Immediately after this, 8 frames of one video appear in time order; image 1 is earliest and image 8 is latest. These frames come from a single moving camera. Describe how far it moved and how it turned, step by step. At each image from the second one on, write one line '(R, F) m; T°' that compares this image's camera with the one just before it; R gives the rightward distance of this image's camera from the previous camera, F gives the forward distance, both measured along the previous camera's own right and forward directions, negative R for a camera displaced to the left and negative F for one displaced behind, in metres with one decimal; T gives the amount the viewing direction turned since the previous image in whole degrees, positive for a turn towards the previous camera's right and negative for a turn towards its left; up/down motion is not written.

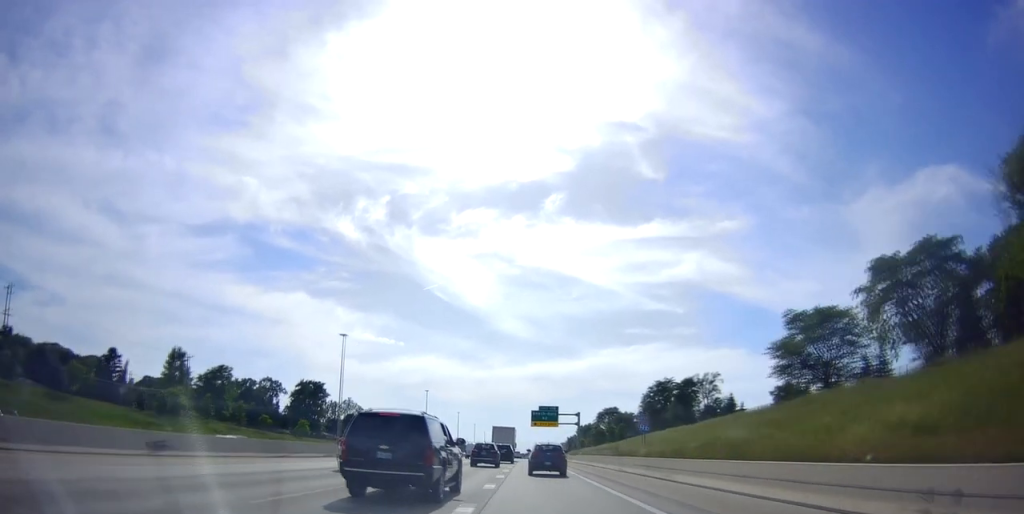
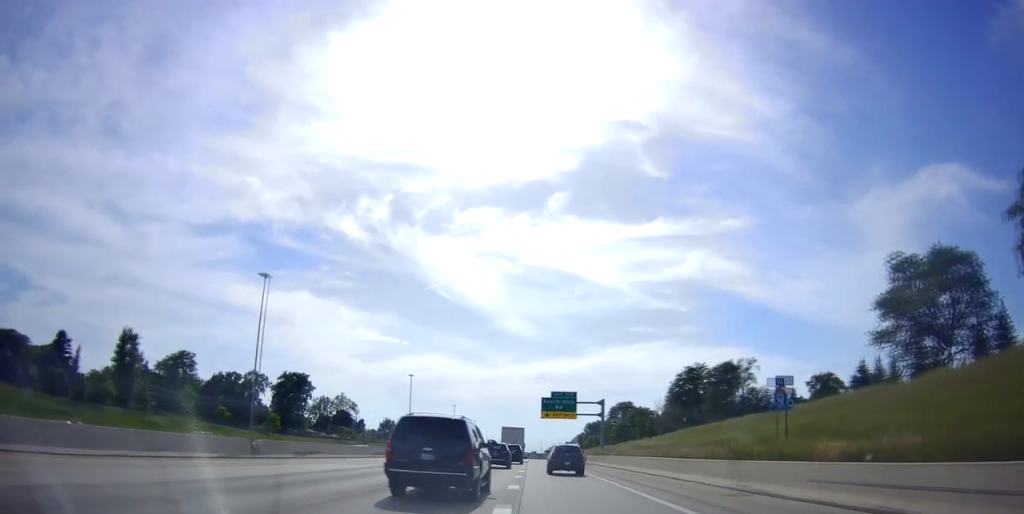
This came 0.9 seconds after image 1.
(-0.4, +22.0) m; 0°
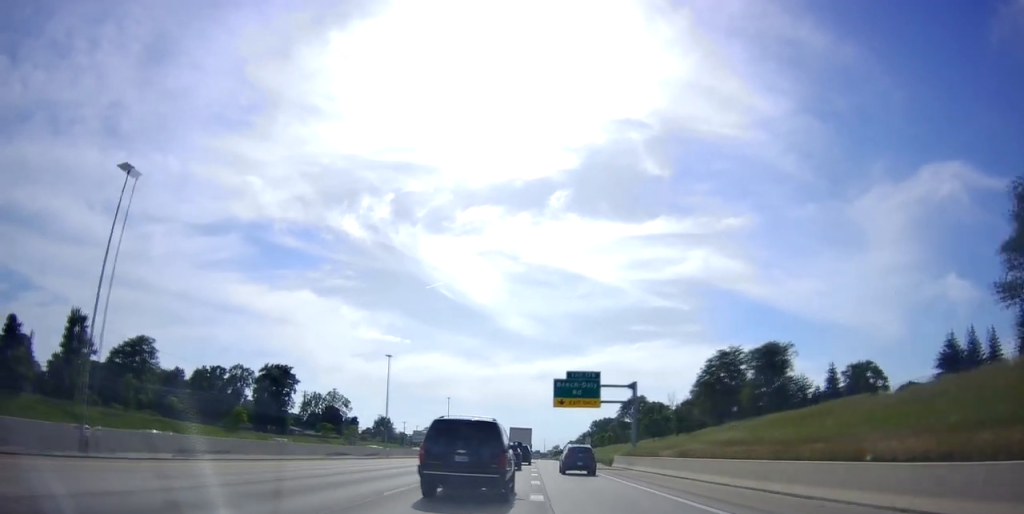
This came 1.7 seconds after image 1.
(+0.1, +18.8) m; +1°
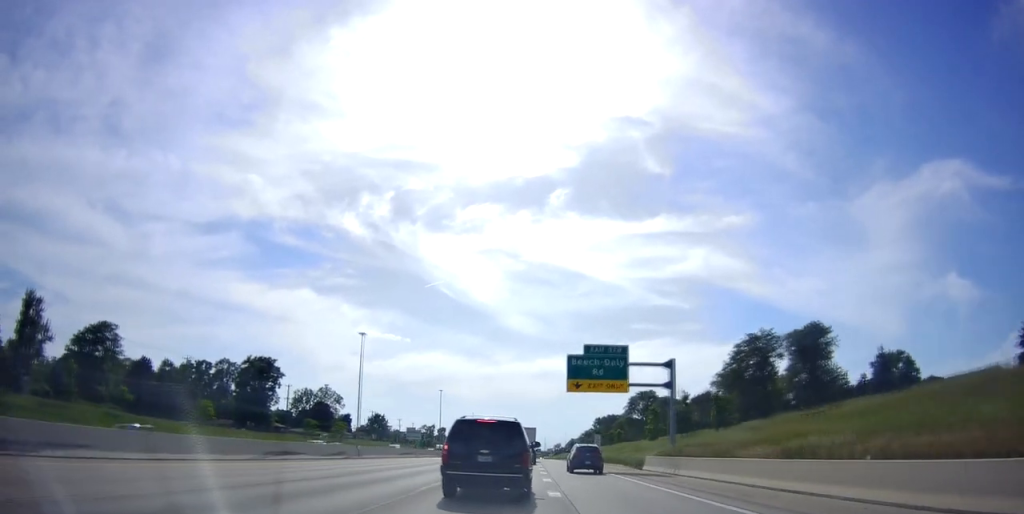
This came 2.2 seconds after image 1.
(+0.2, +14.0) m; +1°
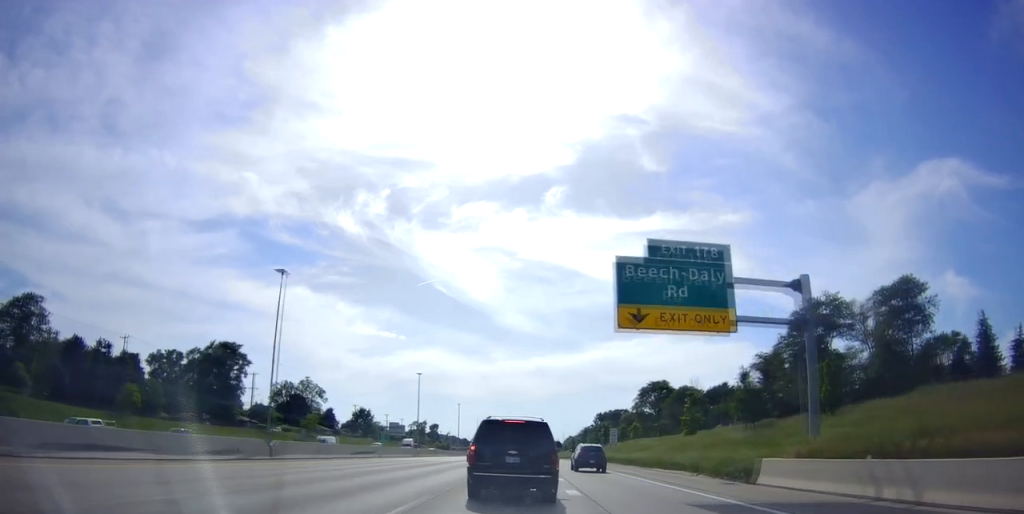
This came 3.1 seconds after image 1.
(0.0, +22.0) m; +1°
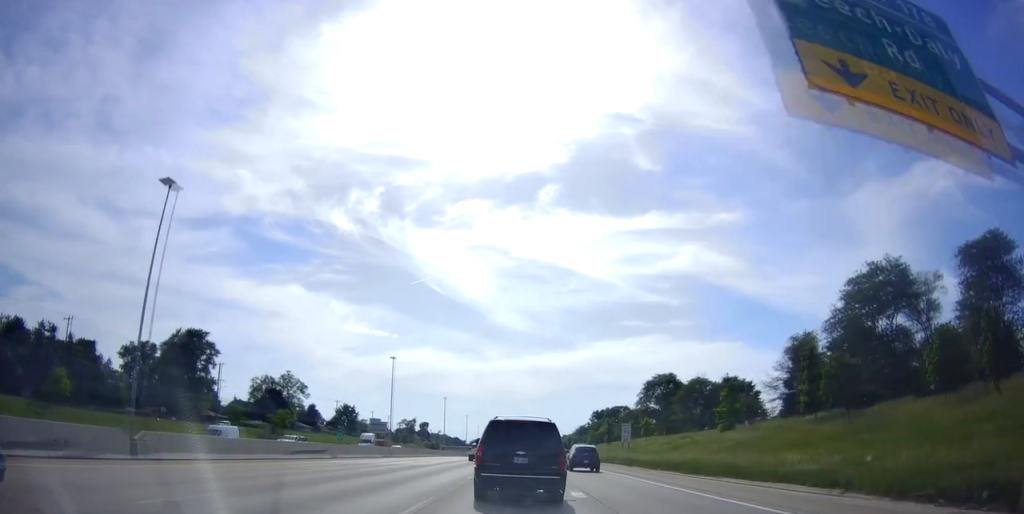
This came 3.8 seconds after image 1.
(+0.3, +15.5) m; 0°
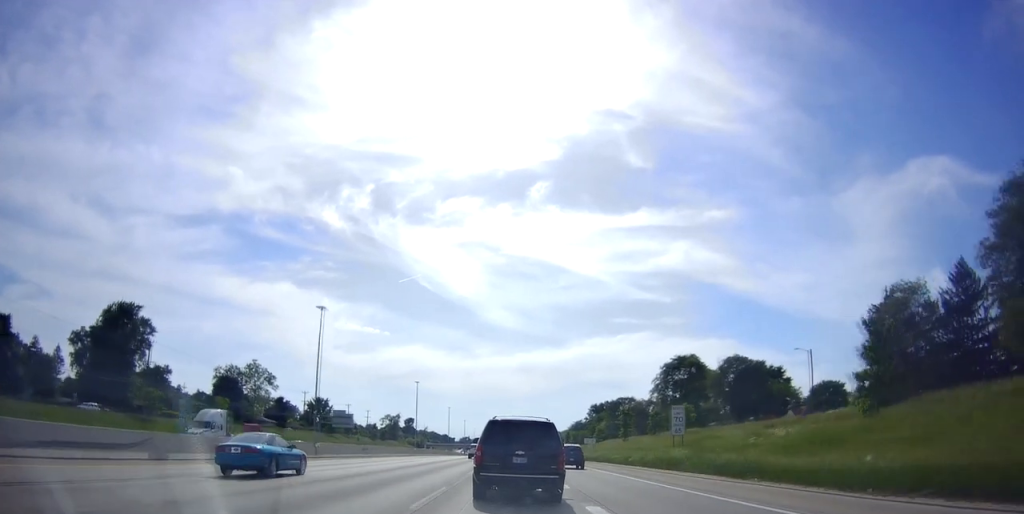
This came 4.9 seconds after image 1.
(-0.1, +27.8) m; -1°
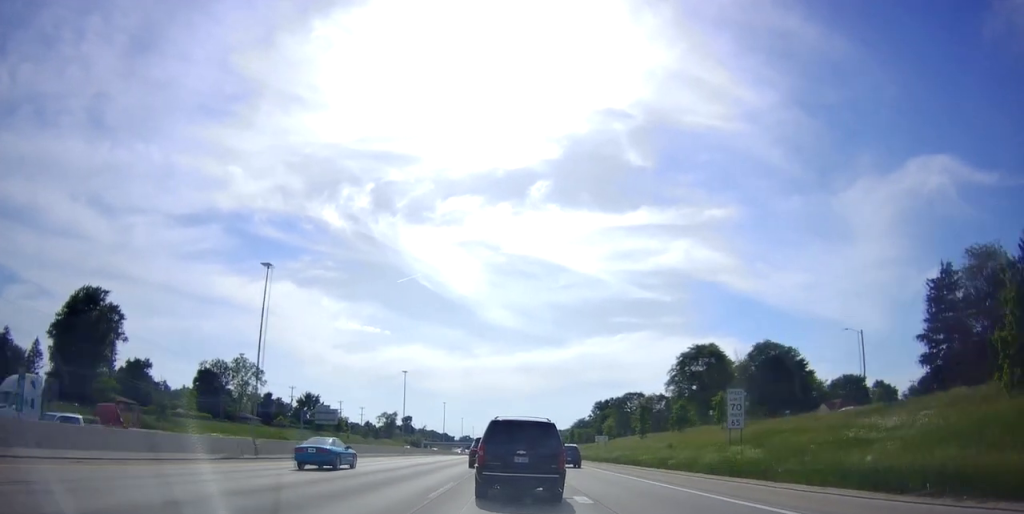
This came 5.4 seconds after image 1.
(-0.1, +13.0) m; 0°
